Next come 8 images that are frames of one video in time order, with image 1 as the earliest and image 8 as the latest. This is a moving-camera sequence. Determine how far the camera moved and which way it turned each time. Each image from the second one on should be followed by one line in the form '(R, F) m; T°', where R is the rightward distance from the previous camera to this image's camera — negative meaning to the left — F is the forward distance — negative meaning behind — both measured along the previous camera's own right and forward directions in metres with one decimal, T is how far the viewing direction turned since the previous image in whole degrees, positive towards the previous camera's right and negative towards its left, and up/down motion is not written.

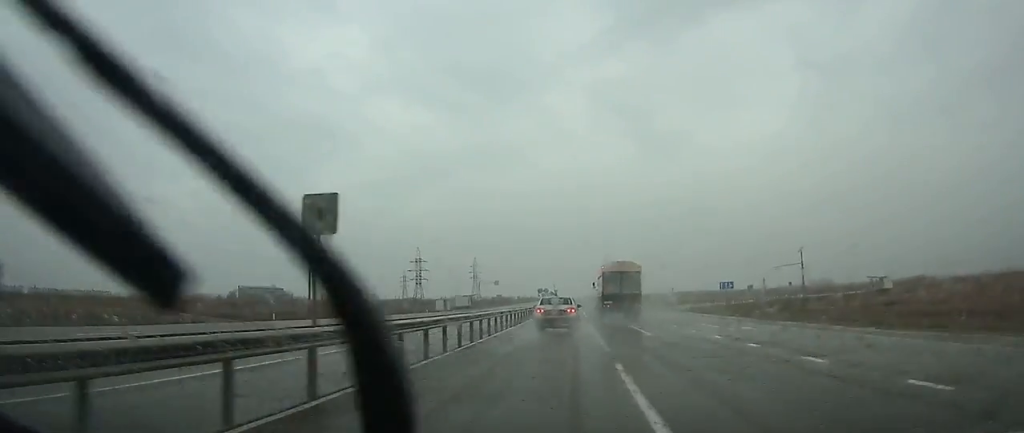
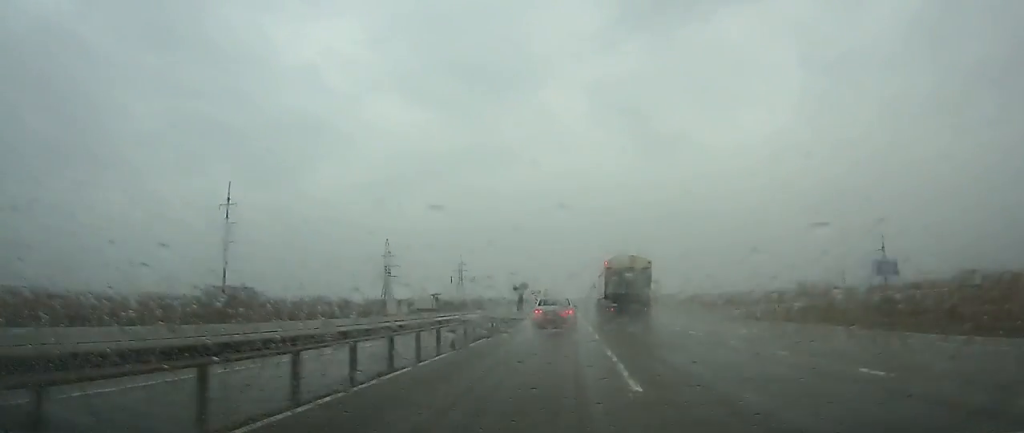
(+0.2, +30.5) m; 0°
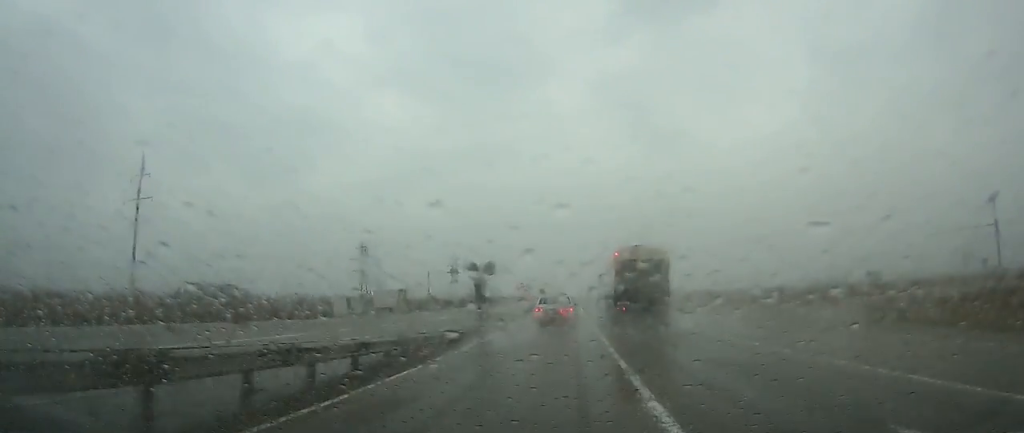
(0.0, +22.5) m; 0°
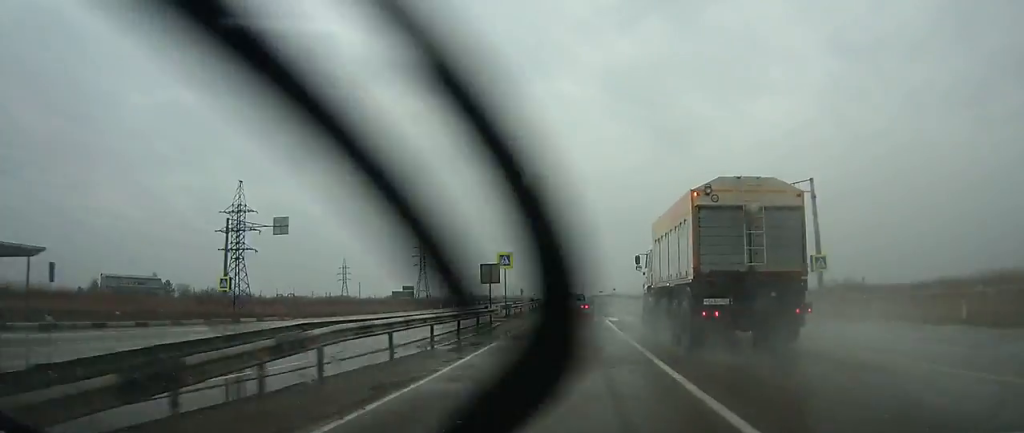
(-0.6, +62.4) m; -1°
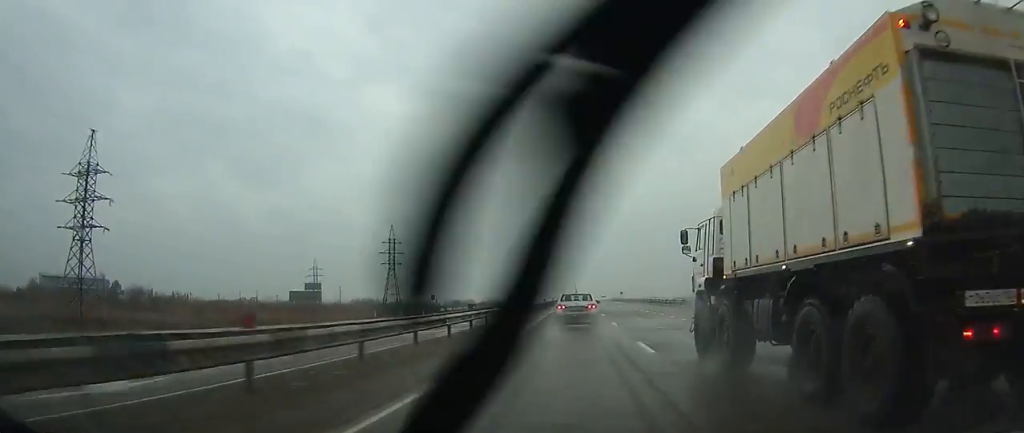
(+0.1, +34.0) m; 0°
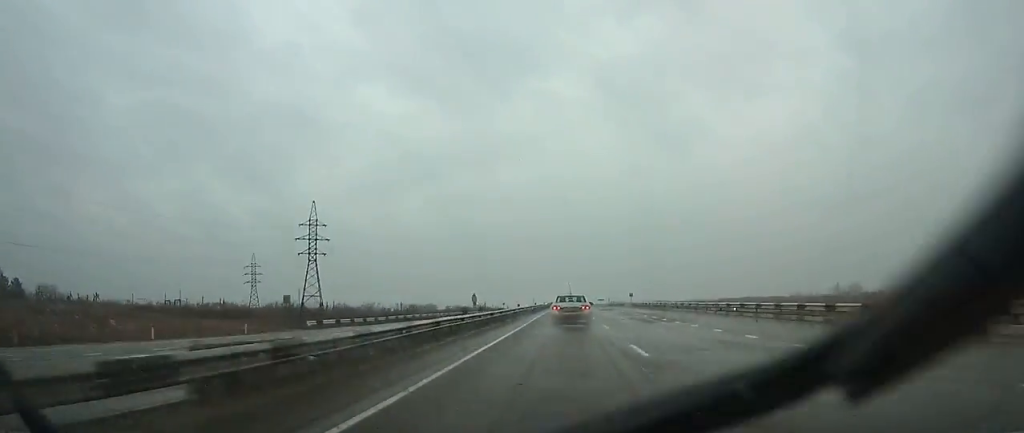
(+0.4, +49.4) m; +1°
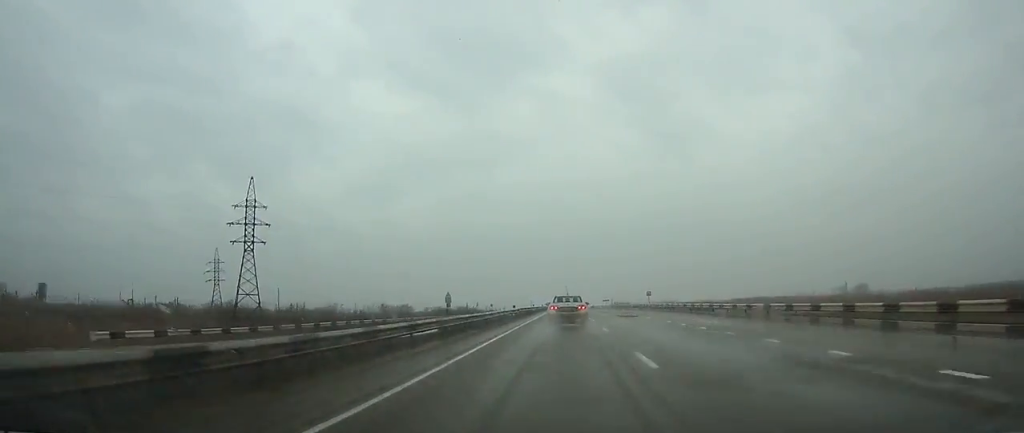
(0.0, +26.7) m; 0°
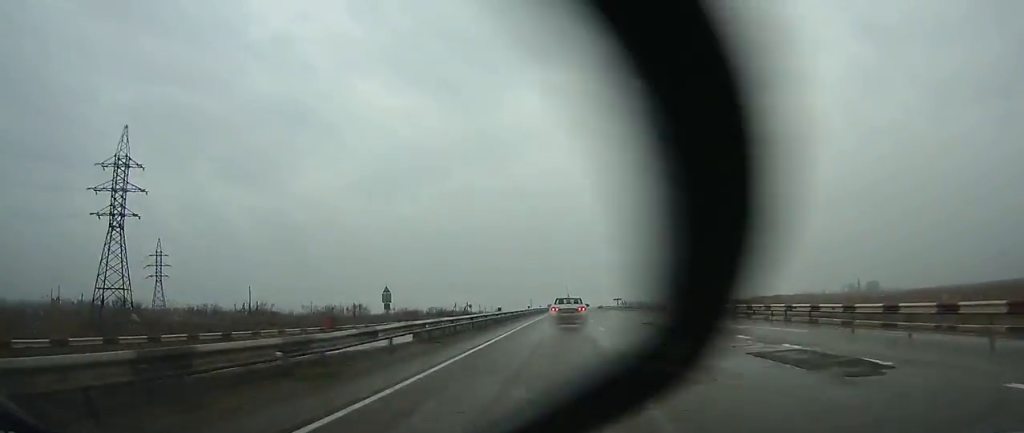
(+0.1, +33.9) m; 0°
